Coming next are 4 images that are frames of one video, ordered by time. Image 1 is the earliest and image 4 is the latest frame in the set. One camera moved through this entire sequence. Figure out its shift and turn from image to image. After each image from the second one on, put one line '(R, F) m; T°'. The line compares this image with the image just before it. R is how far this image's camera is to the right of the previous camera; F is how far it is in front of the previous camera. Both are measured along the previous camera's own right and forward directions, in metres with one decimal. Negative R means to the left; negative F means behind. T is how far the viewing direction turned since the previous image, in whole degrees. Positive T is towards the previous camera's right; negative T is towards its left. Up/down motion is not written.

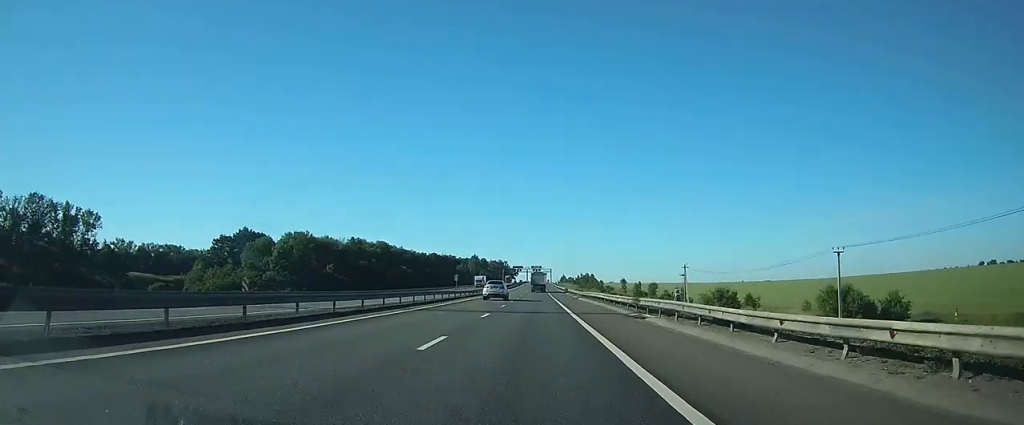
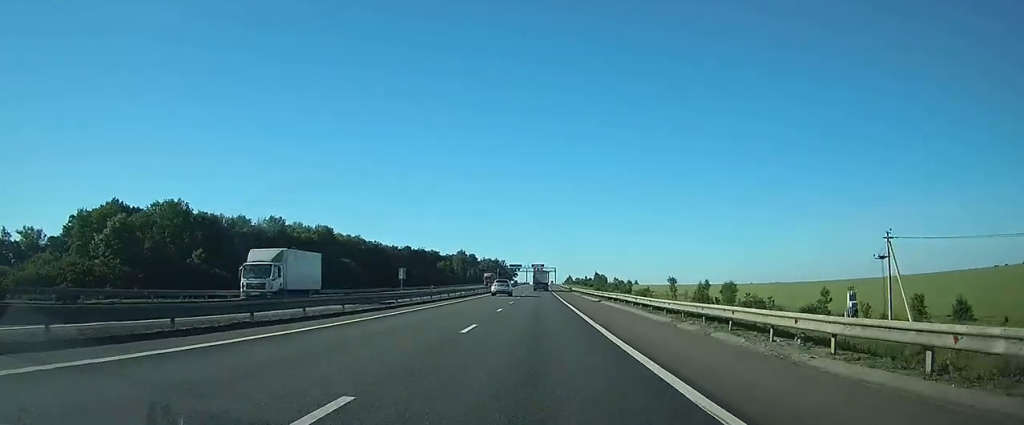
(+0.3, +68.3) m; +1°
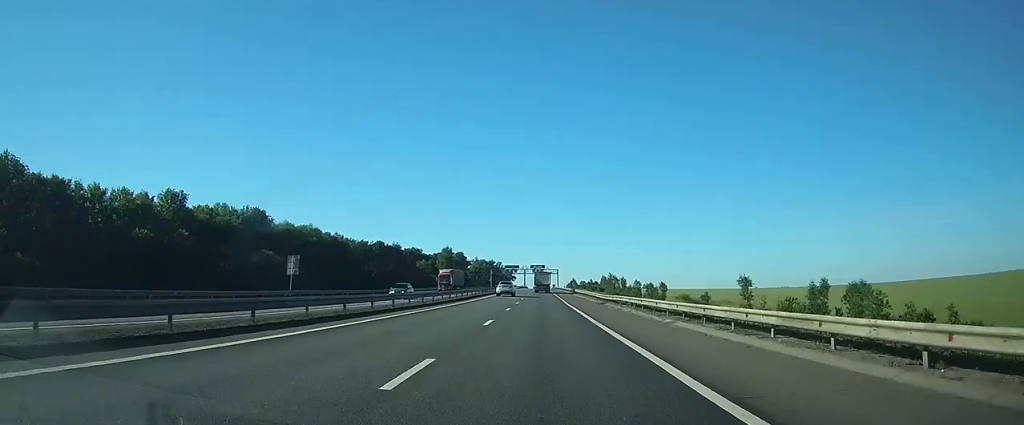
(0.0, +44.7) m; 0°
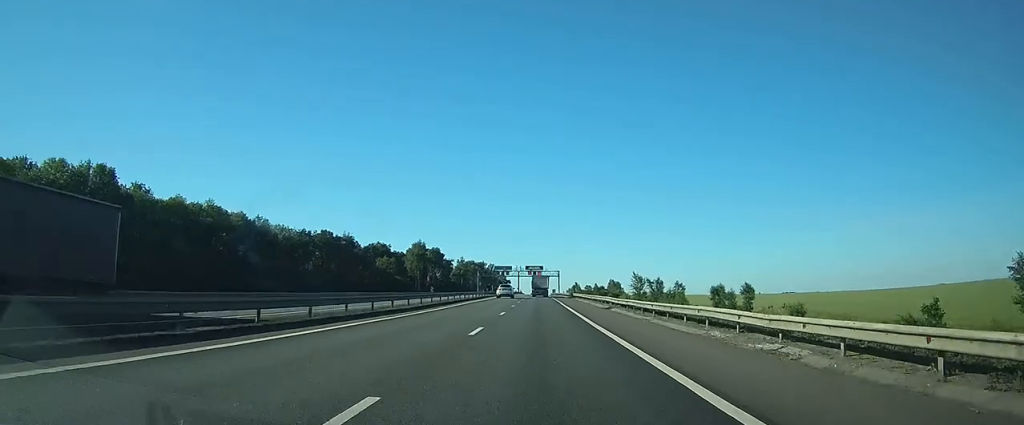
(0.0, +51.3) m; 0°
